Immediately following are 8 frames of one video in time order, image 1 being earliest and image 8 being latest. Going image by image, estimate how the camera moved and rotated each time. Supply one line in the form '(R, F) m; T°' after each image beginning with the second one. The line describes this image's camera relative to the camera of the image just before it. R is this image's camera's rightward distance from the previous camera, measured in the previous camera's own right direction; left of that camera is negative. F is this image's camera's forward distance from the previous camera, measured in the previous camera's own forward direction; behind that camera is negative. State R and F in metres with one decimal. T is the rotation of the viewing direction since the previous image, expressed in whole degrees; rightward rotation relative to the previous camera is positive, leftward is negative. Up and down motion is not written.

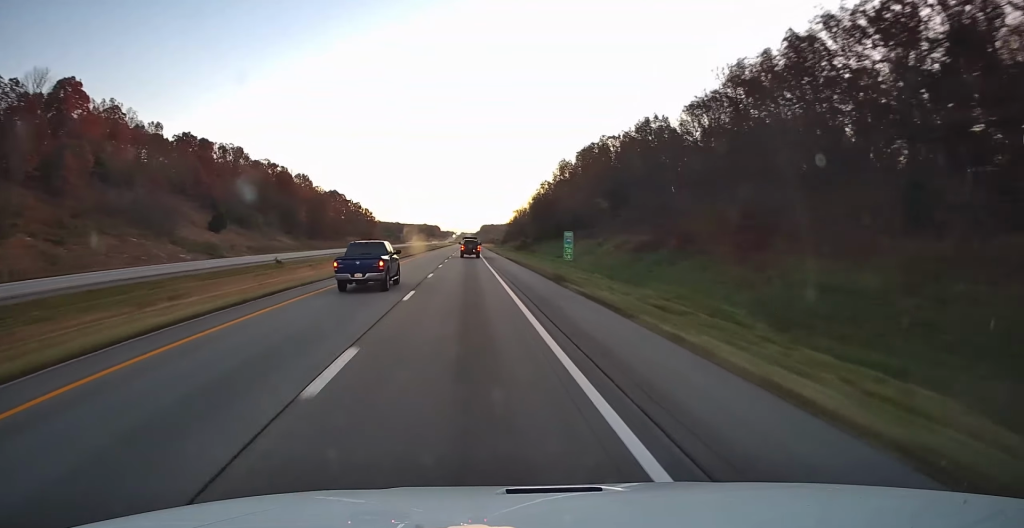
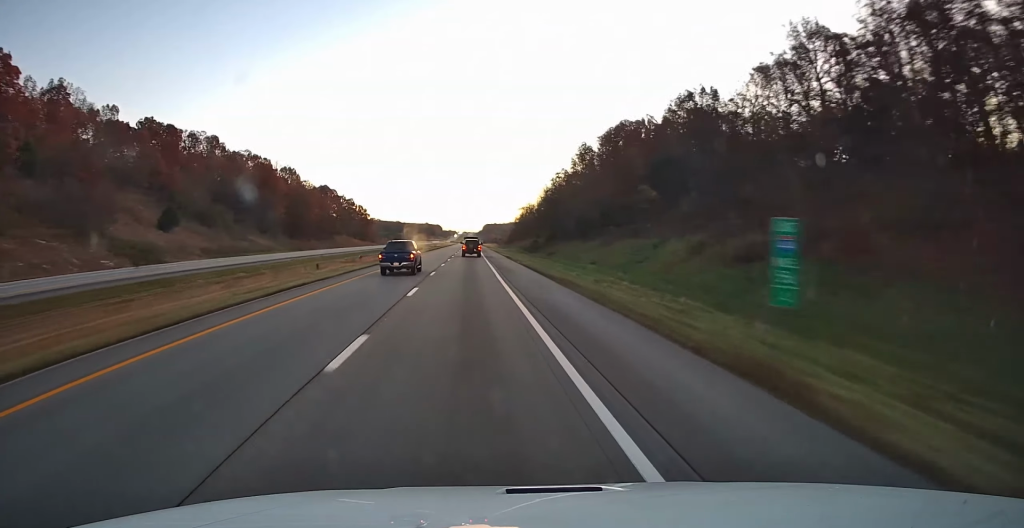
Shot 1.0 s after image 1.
(0.0, +25.7) m; 0°
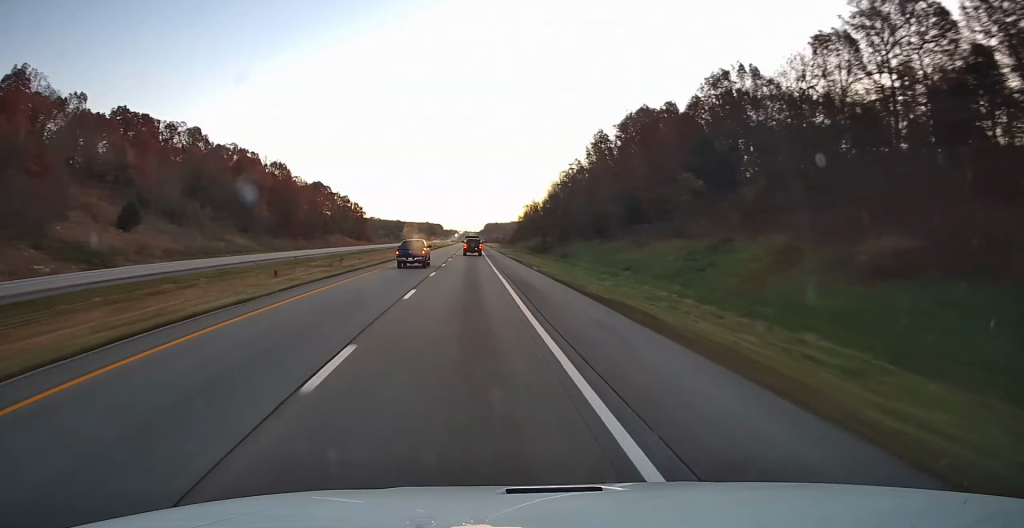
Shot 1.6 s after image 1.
(0.0, +15.3) m; +1°
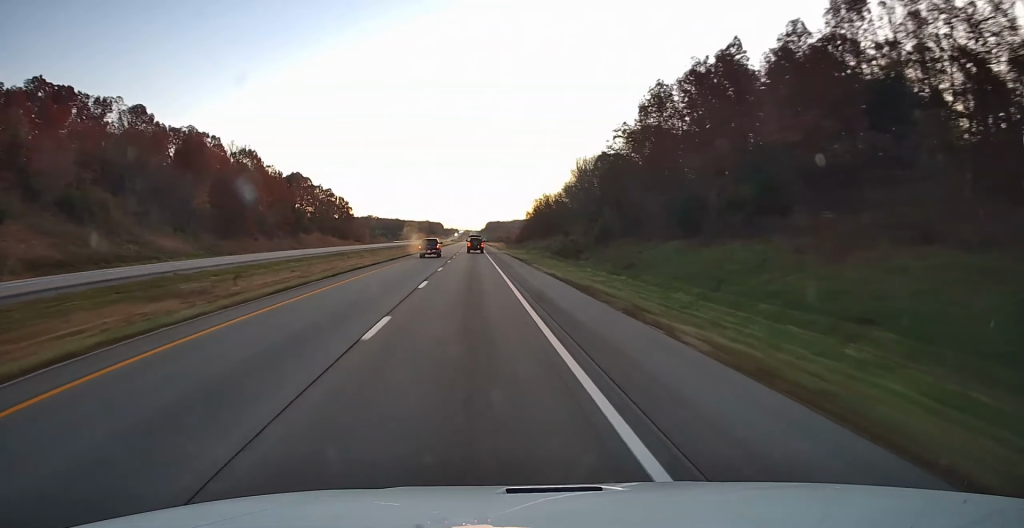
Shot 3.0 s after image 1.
(+0.8, +35.4) m; +1°
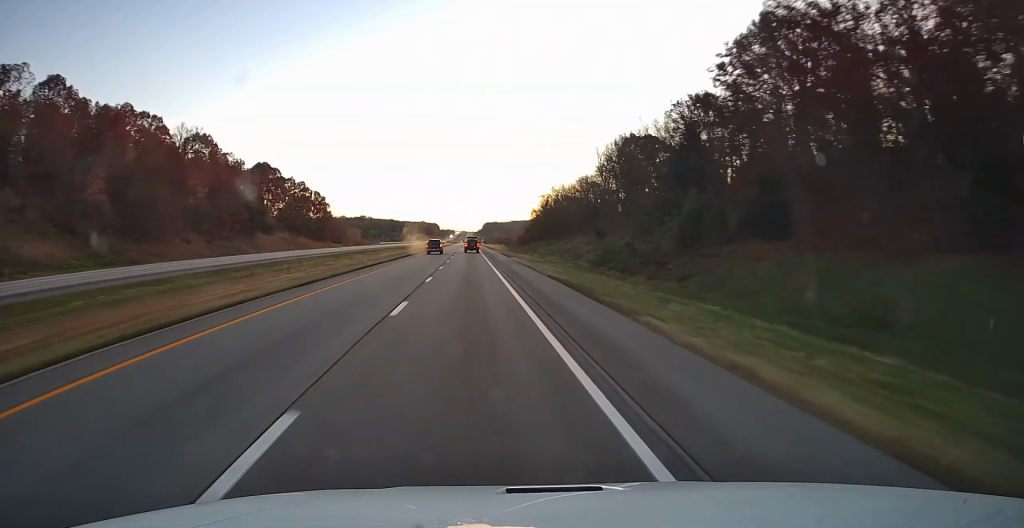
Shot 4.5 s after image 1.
(-1.0, +32.4) m; -2°
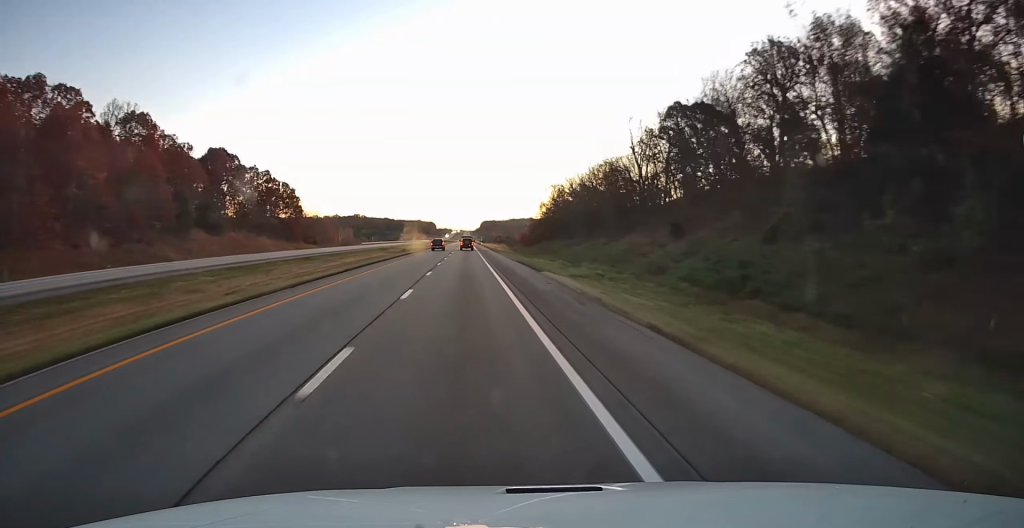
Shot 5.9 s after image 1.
(+0.2, +31.5) m; 0°
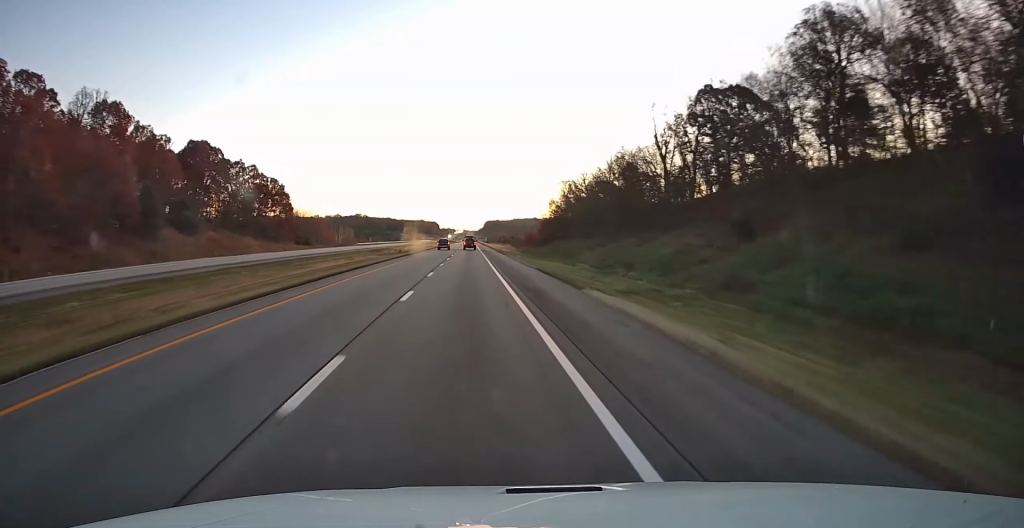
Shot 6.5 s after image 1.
(-0.1, +12.5) m; 0°
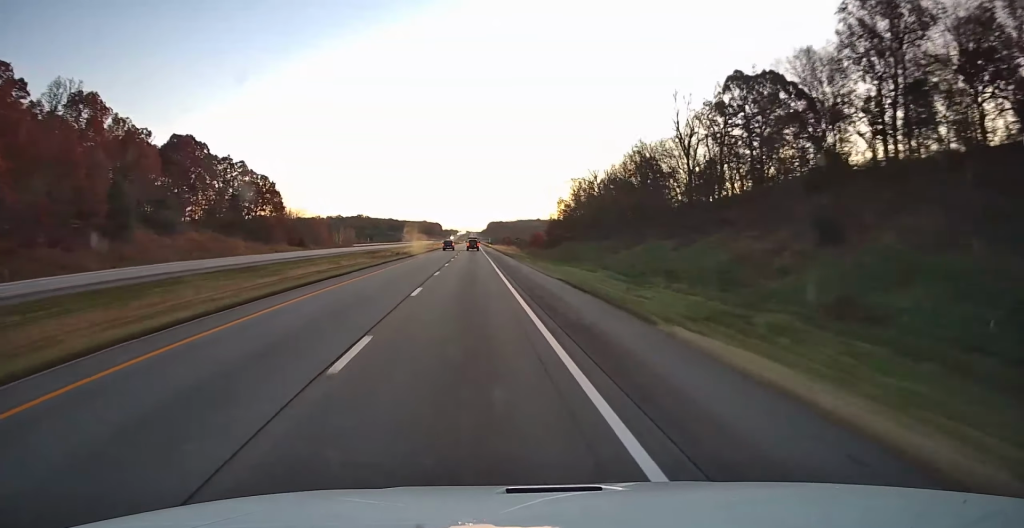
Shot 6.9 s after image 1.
(-0.2, +9.6) m; 0°
